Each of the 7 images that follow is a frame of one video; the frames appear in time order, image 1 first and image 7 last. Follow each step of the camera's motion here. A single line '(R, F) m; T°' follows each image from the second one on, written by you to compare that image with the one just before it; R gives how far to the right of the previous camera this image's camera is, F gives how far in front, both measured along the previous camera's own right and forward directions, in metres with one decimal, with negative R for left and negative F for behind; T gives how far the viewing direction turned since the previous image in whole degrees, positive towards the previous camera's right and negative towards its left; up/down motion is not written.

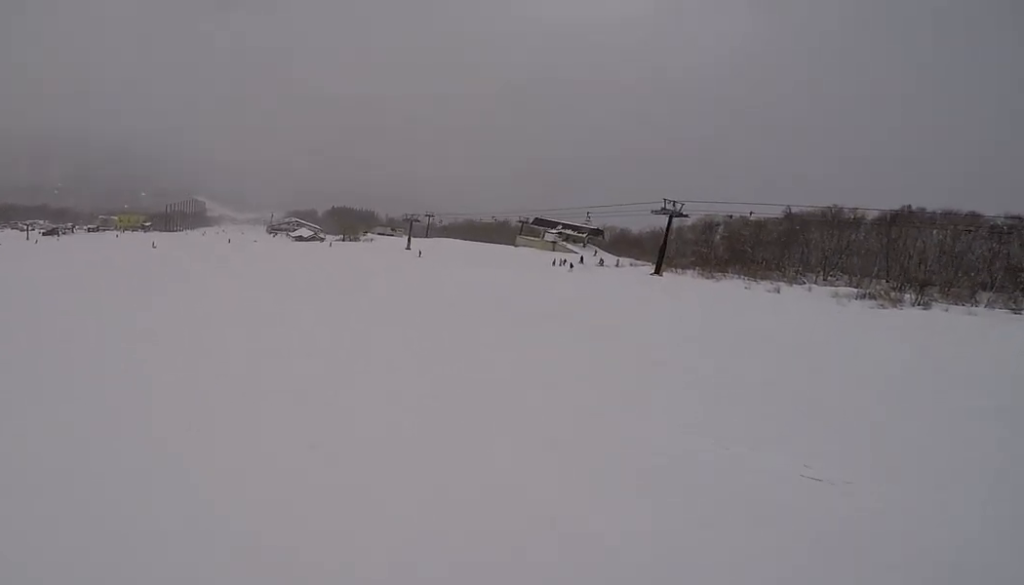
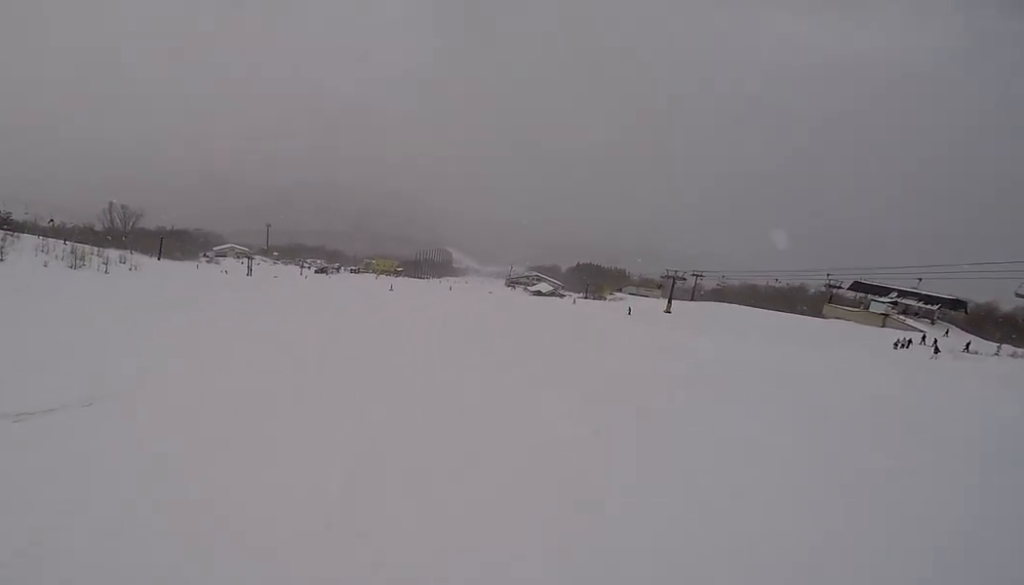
(-4.0, +9.0) m; -47°
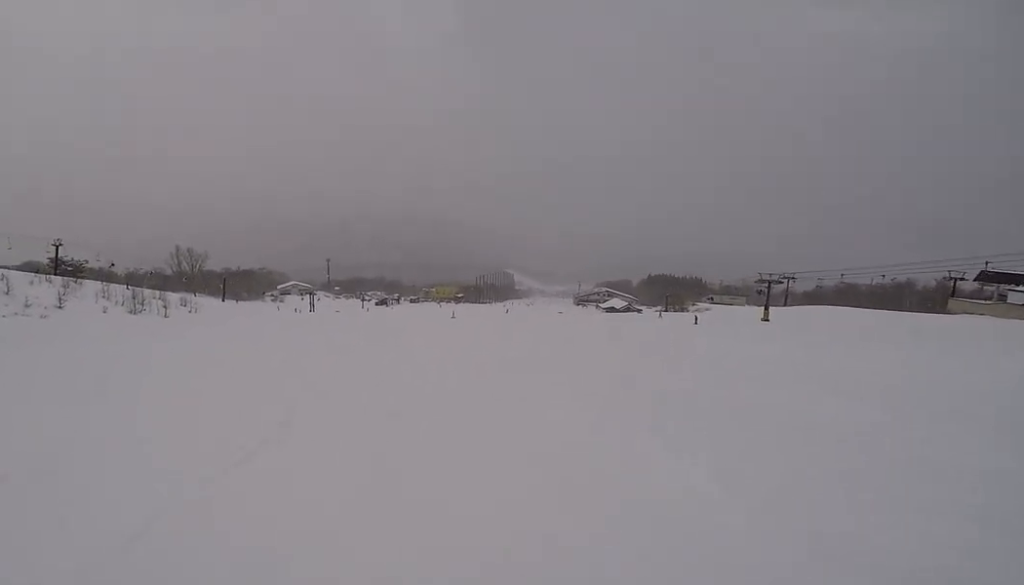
(-0.1, +5.2) m; +4°
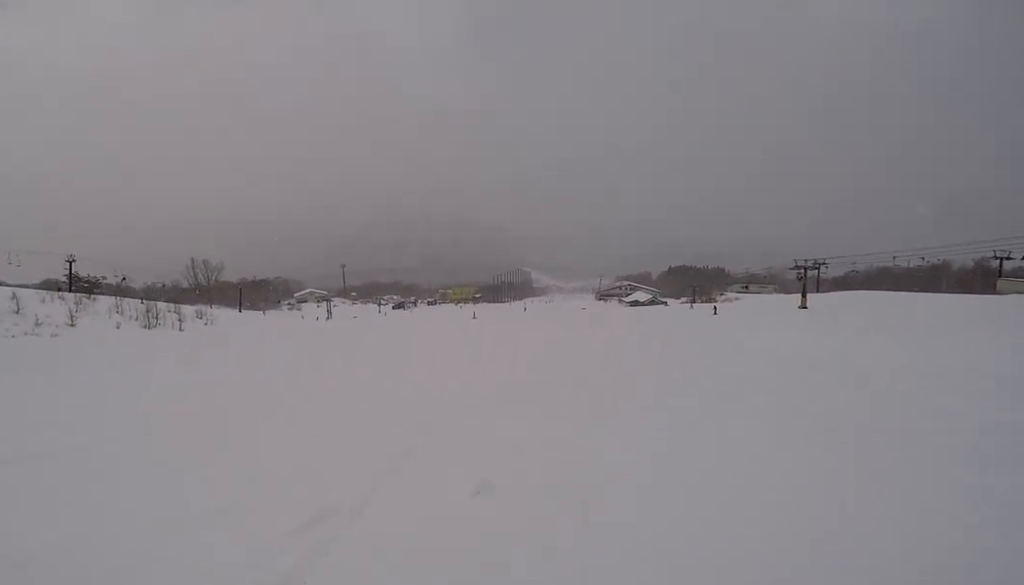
(+0.3, +3.0) m; +8°
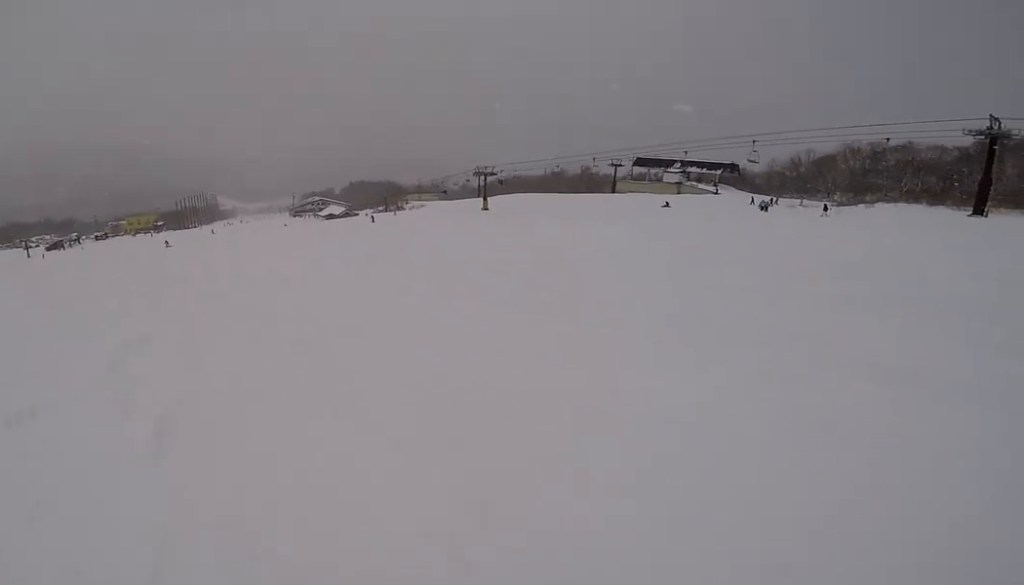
(+2.6, +11.1) m; +29°
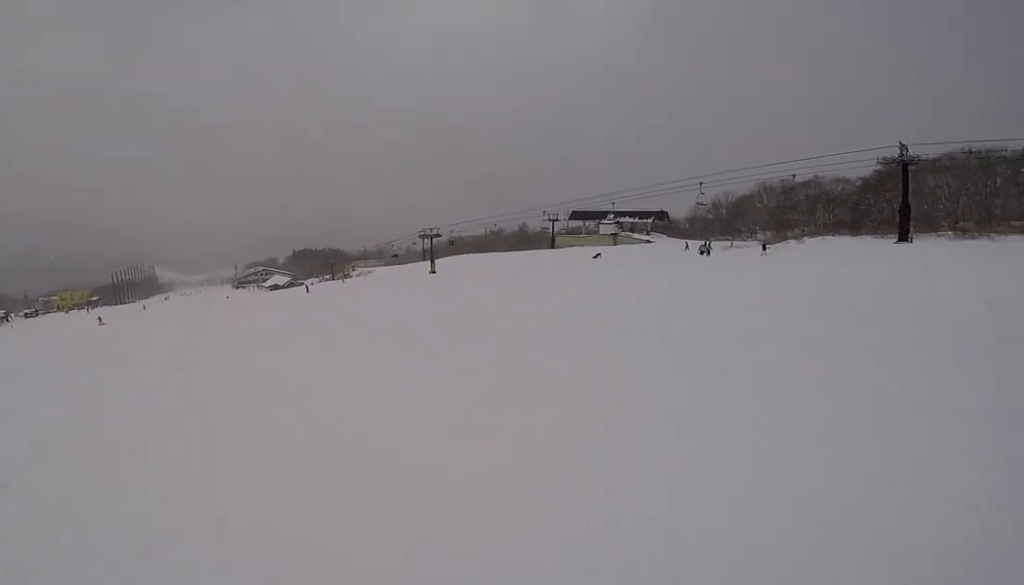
(+0.4, +3.0) m; 0°
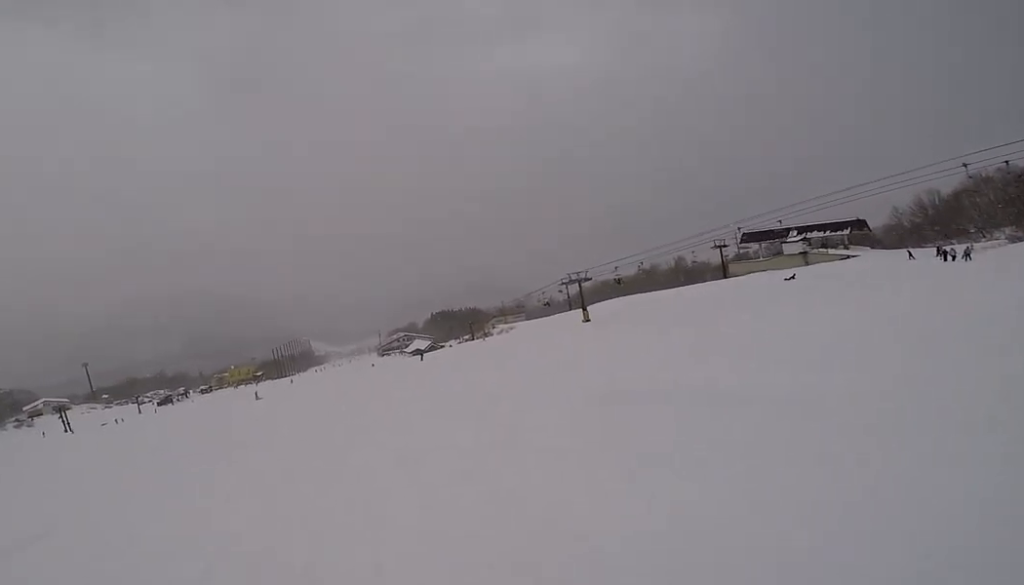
(-0.4, +6.2) m; -7°
